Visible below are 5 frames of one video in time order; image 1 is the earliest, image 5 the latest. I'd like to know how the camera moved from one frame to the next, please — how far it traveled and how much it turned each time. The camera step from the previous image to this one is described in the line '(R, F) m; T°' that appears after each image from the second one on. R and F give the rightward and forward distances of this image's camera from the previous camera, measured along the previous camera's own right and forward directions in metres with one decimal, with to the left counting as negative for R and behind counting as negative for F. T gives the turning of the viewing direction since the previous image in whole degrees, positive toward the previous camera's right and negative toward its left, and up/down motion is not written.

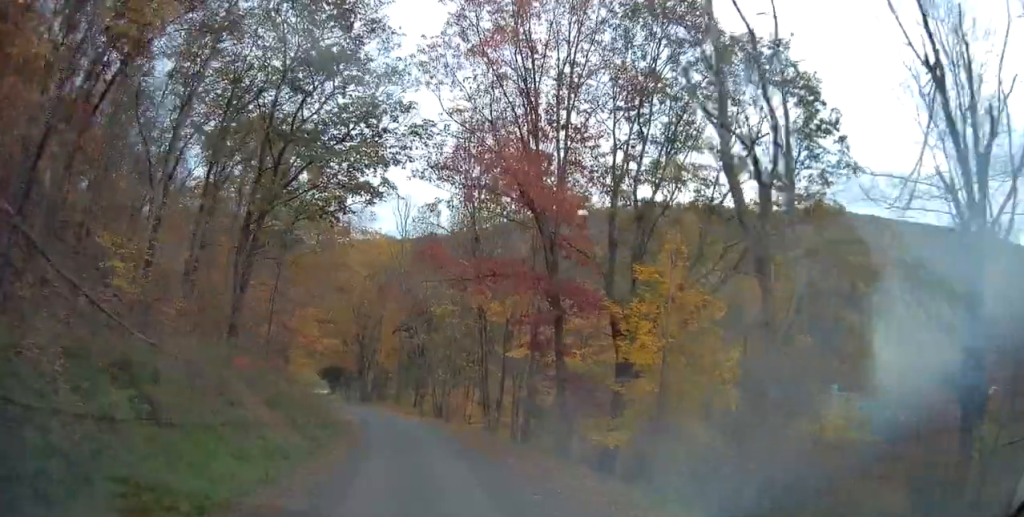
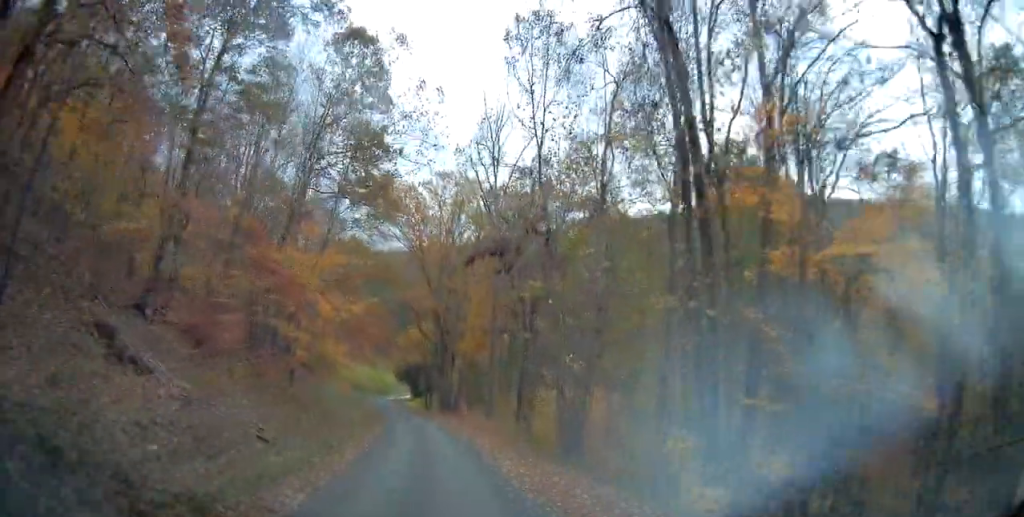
(-2.3, +24.0) m; -8°
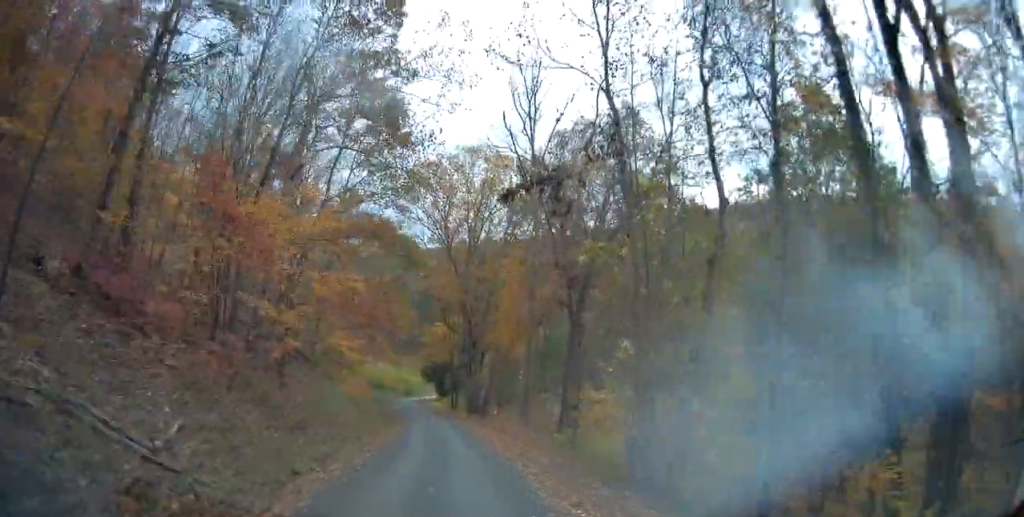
(-0.4, +6.2) m; -3°
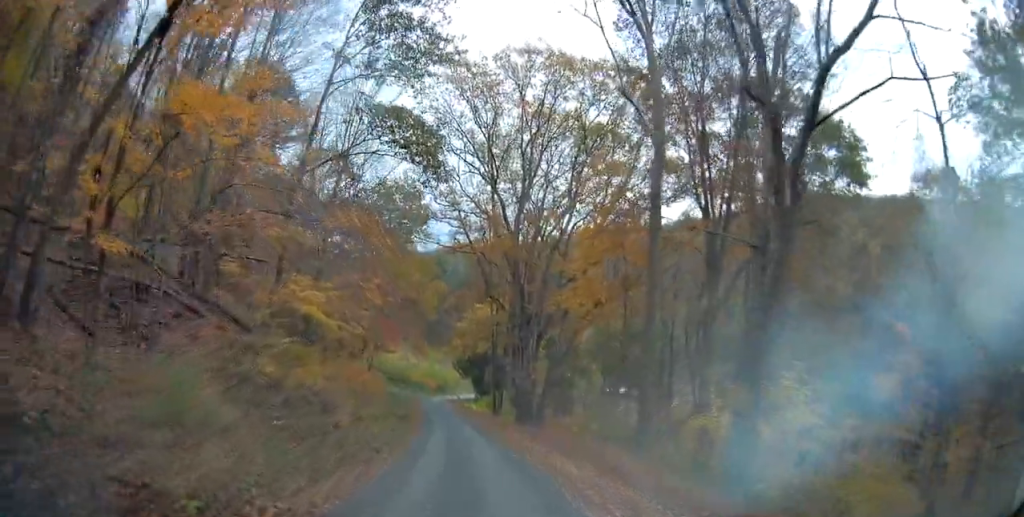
(-1.1, +16.5) m; -7°
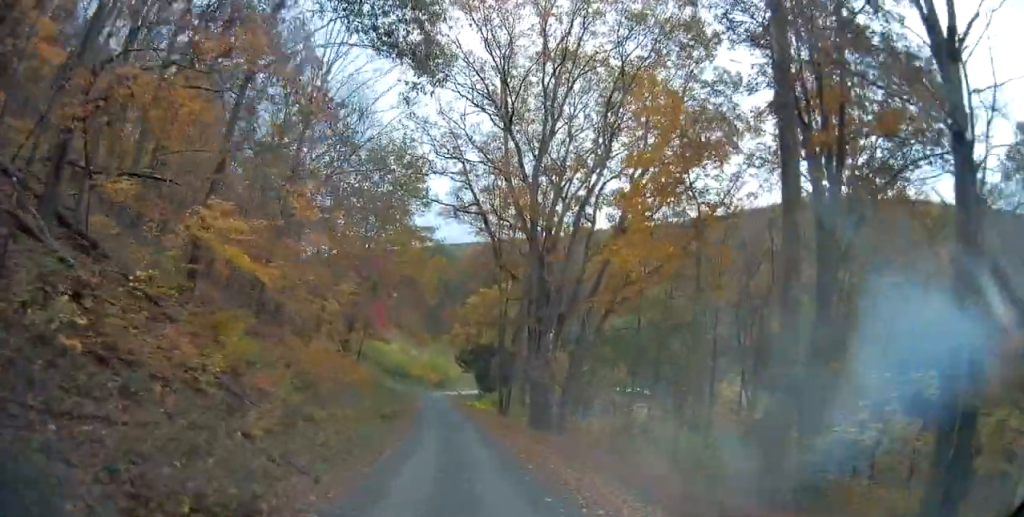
(-0.1, +8.5) m; -1°
